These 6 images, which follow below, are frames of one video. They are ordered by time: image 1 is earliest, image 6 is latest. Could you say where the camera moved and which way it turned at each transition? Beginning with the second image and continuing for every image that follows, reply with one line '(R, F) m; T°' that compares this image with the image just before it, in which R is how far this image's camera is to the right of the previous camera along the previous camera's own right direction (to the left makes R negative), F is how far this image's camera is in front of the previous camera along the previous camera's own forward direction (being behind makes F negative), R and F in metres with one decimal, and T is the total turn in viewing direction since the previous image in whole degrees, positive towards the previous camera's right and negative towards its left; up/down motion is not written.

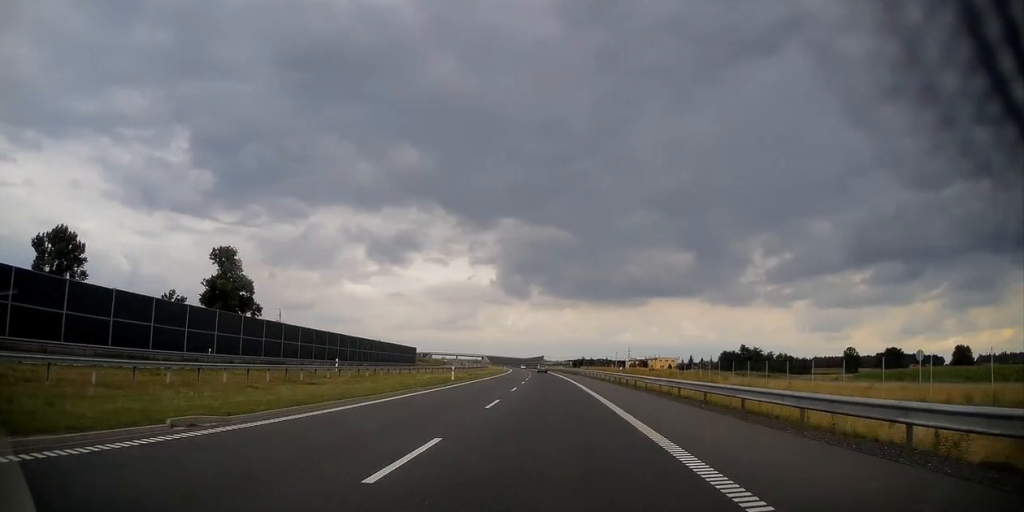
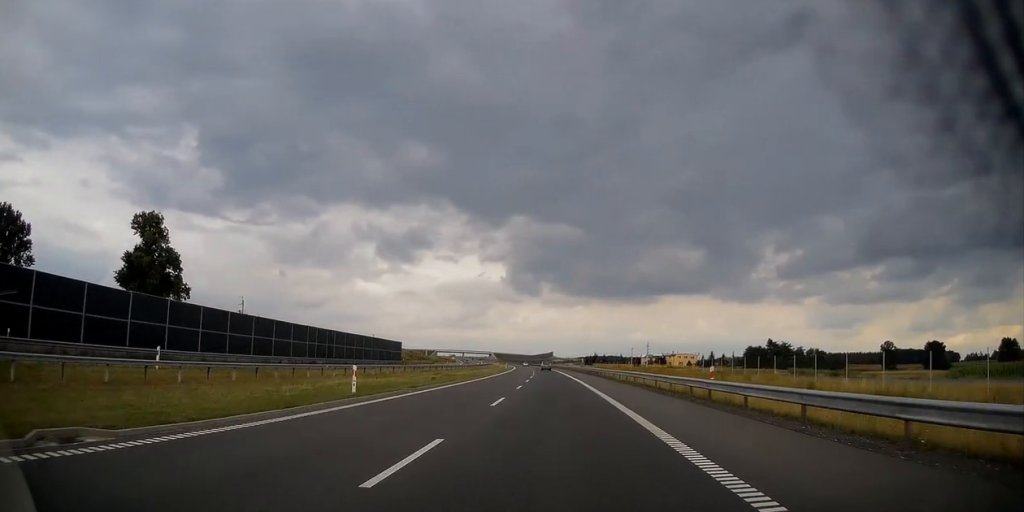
(-0.1, +23.8) m; -1°
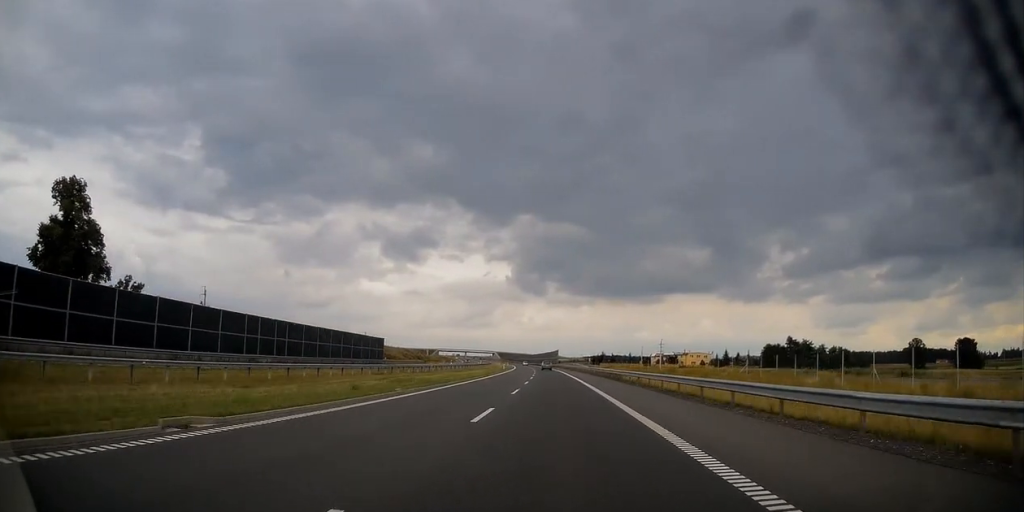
(-0.2, +17.0) m; -1°
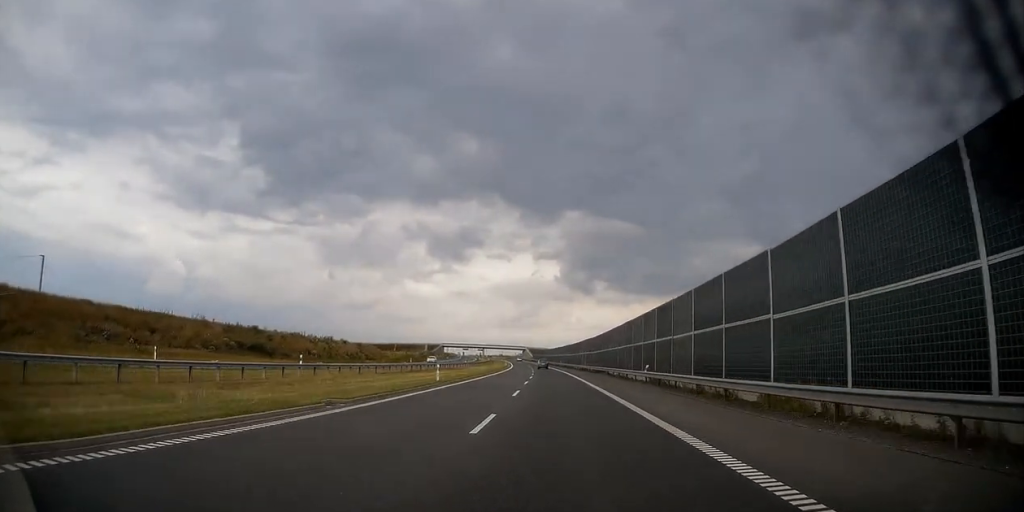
(-7.1, +169.2) m; -5°
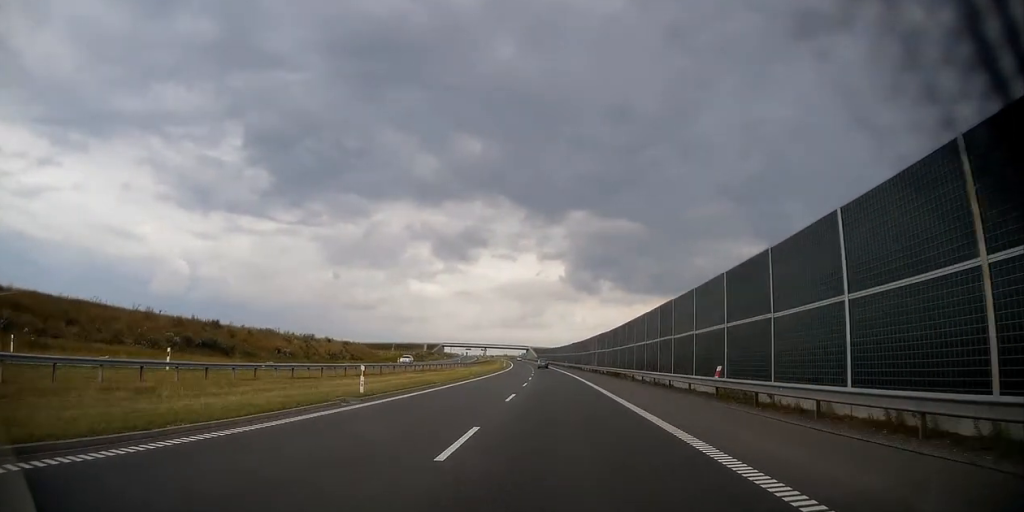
(-0.1, +15.0) m; 0°
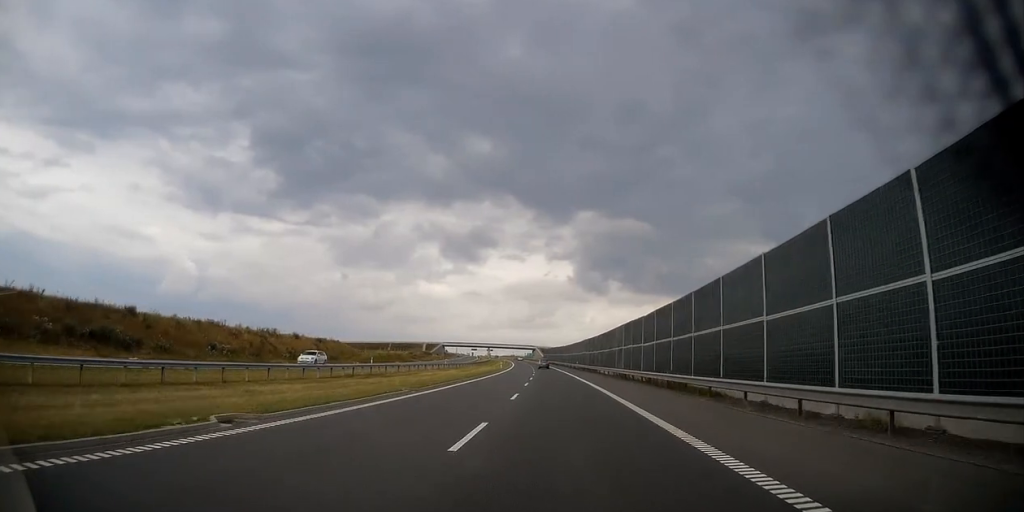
(-0.2, +23.0) m; -1°
